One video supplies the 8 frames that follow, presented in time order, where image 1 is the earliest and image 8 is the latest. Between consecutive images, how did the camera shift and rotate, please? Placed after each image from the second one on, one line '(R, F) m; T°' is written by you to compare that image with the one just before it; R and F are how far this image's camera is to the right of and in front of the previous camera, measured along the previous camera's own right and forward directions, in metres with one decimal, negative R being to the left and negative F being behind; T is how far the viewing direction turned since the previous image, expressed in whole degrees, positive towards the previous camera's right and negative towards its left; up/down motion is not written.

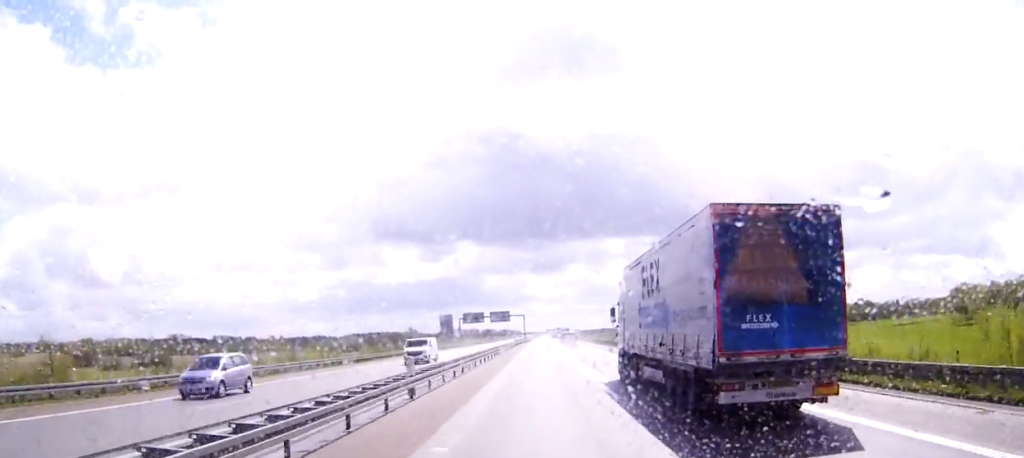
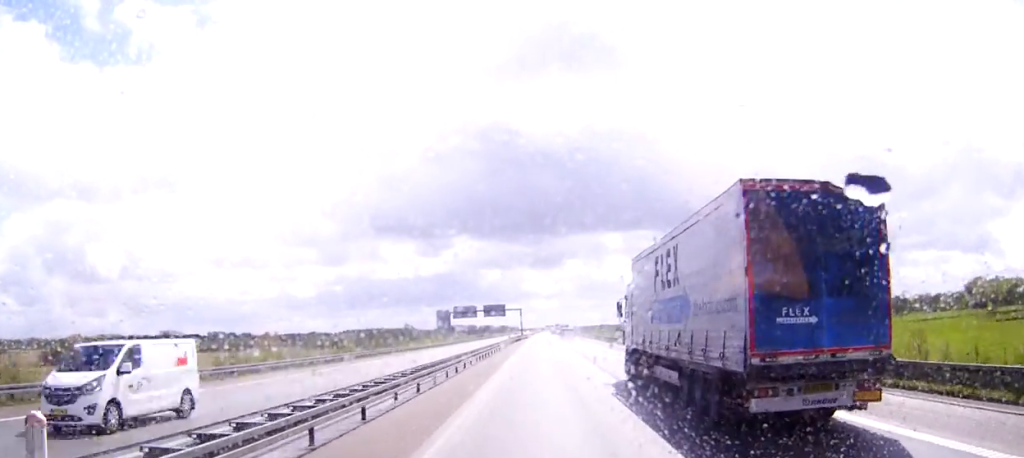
(0.0, +18.7) m; 0°
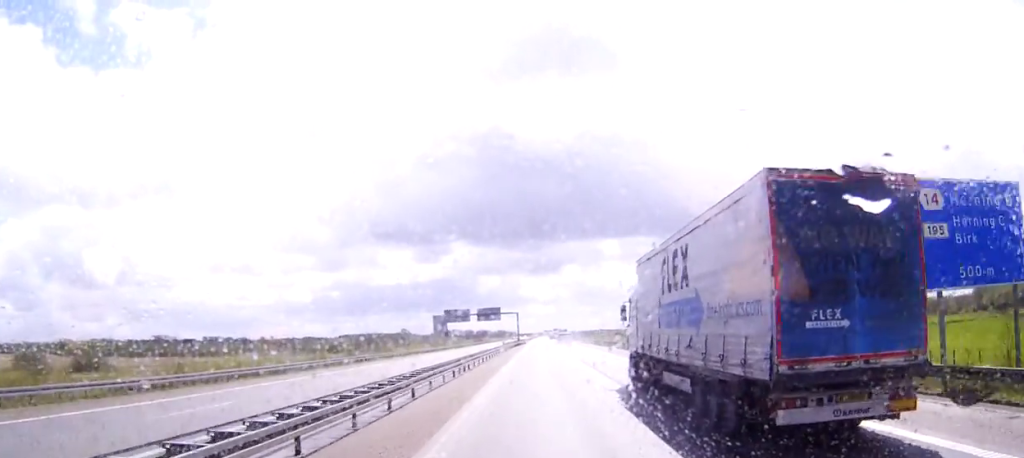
(0.0, +12.8) m; 0°
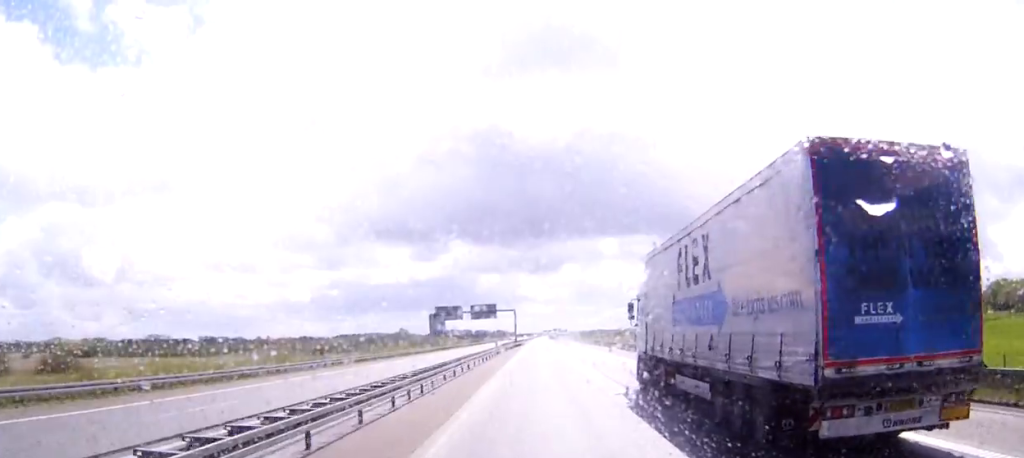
(0.0, +15.4) m; 0°
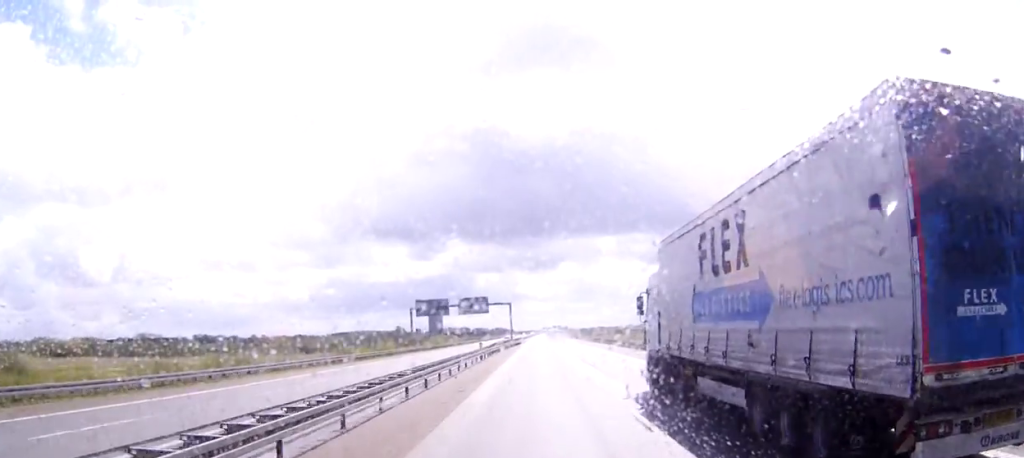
(0.0, +21.5) m; 0°
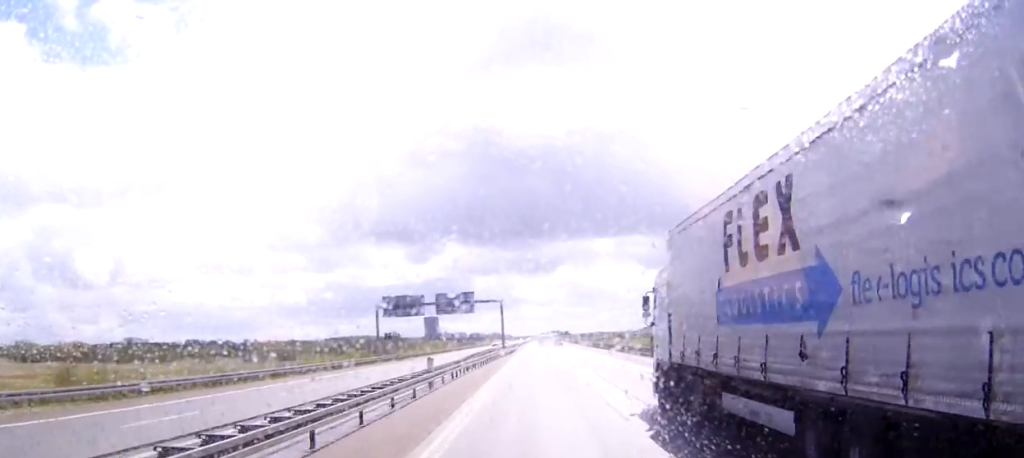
(0.0, +25.9) m; 0°
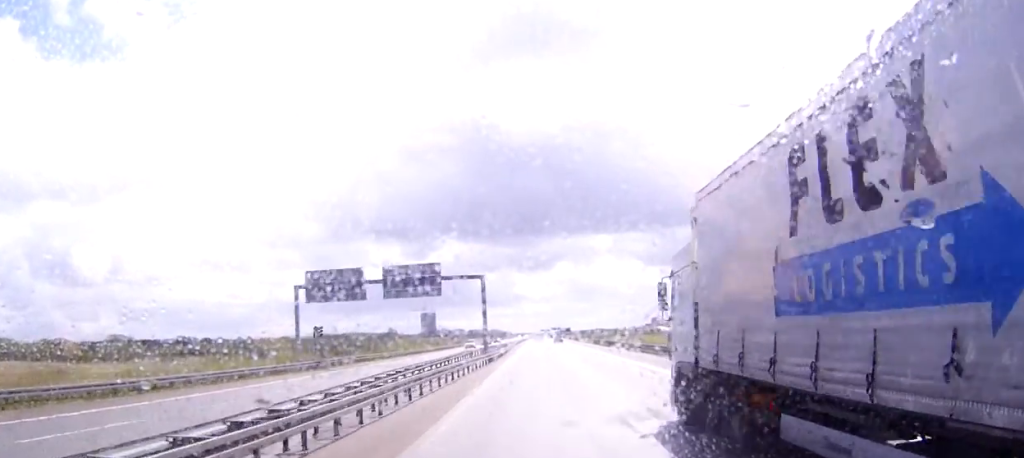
(0.0, +34.7) m; 0°
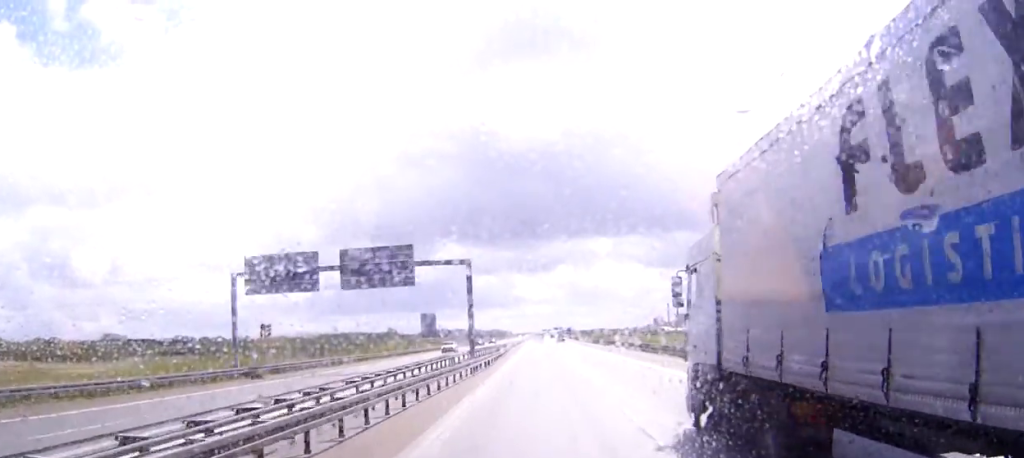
(0.0, +14.8) m; 0°
